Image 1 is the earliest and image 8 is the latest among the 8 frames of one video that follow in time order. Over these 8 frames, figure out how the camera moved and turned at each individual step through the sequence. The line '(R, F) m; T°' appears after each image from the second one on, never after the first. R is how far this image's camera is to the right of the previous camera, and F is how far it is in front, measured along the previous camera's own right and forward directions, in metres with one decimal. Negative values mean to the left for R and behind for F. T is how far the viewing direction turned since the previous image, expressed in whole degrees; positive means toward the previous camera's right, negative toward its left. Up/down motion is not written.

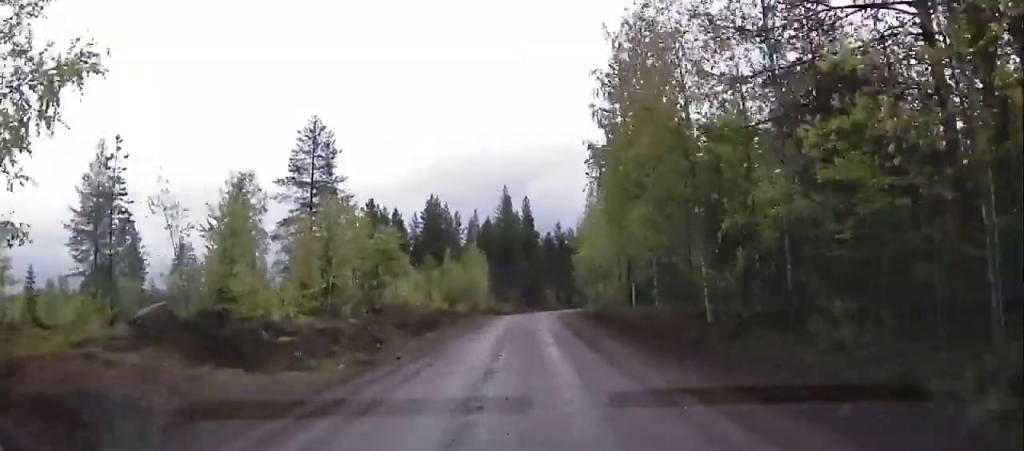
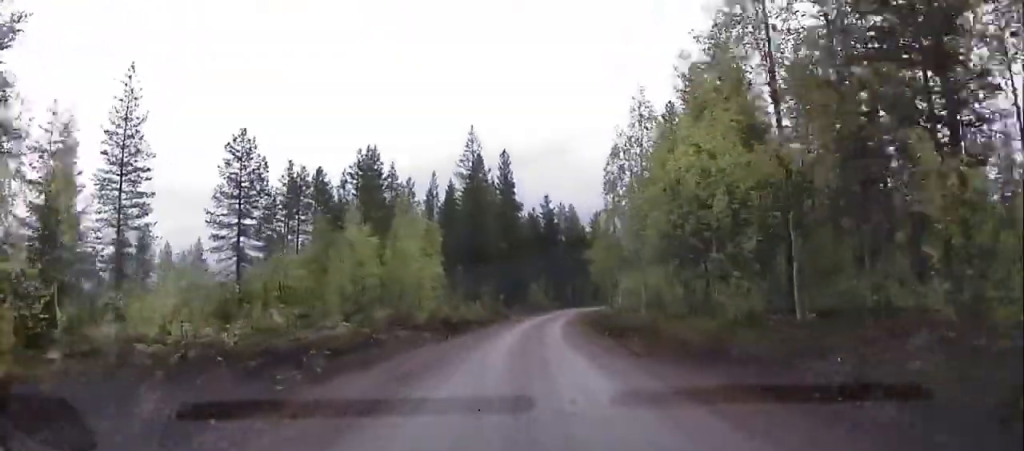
(-1.5, +27.6) m; -4°
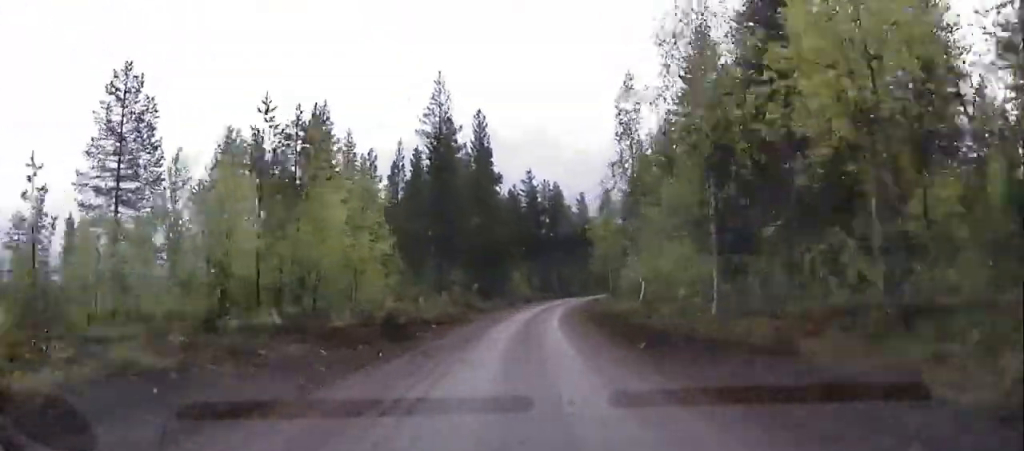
(+0.1, +13.4) m; +2°
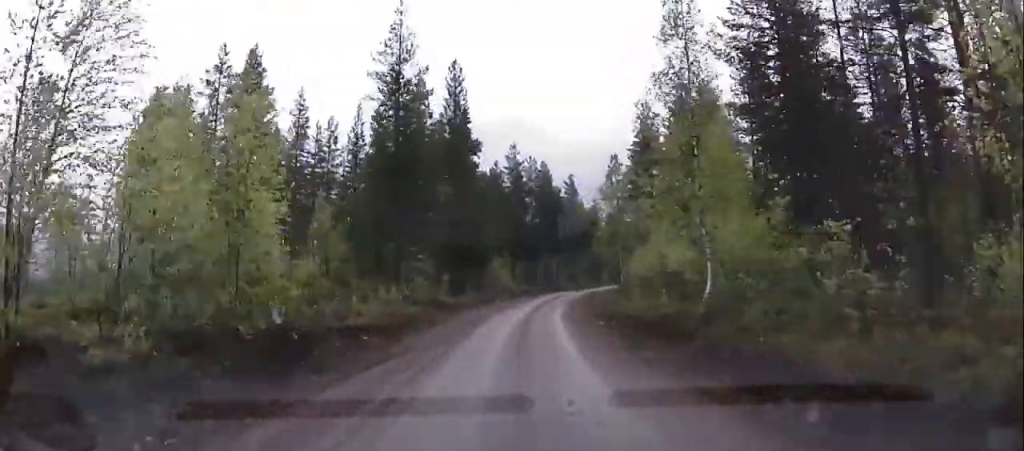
(+0.4, +14.2) m; +3°
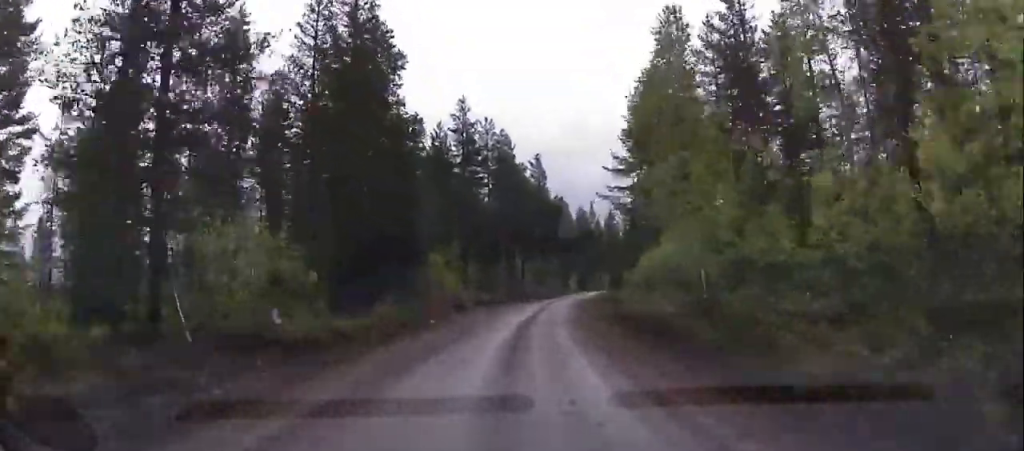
(+1.3, +25.1) m; +5°
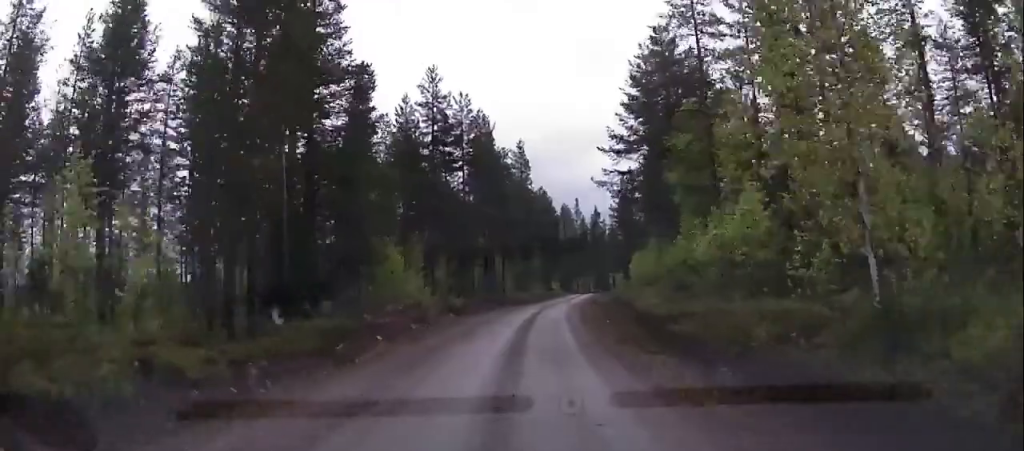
(+0.2, +9.3) m; 0°
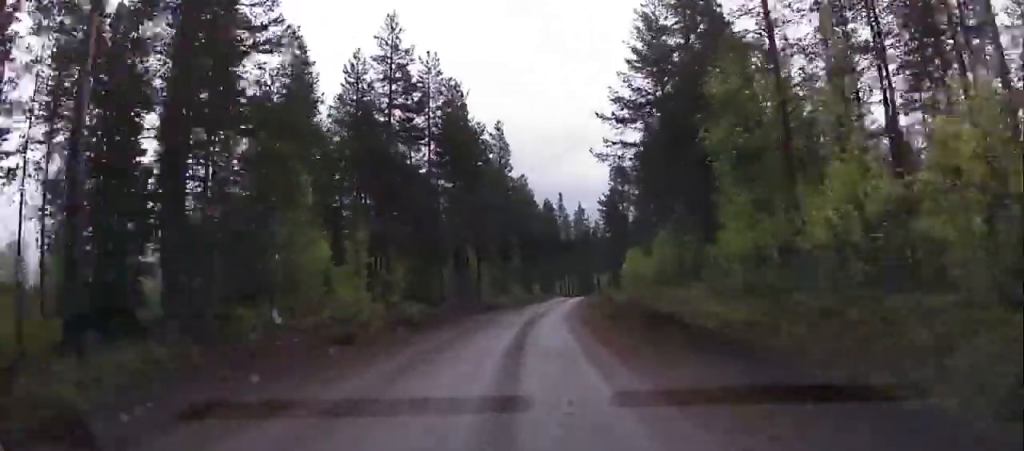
(+0.1, +10.3) m; +1°
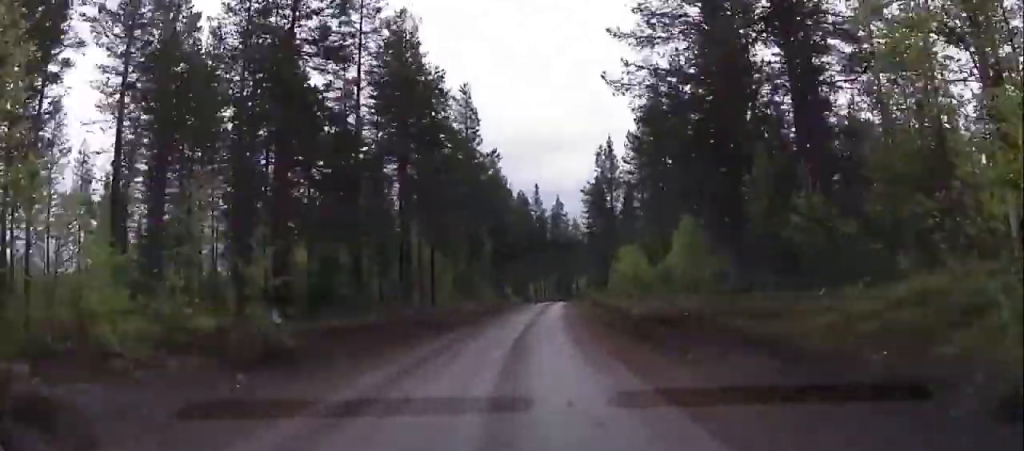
(-0.5, +13.6) m; +5°
